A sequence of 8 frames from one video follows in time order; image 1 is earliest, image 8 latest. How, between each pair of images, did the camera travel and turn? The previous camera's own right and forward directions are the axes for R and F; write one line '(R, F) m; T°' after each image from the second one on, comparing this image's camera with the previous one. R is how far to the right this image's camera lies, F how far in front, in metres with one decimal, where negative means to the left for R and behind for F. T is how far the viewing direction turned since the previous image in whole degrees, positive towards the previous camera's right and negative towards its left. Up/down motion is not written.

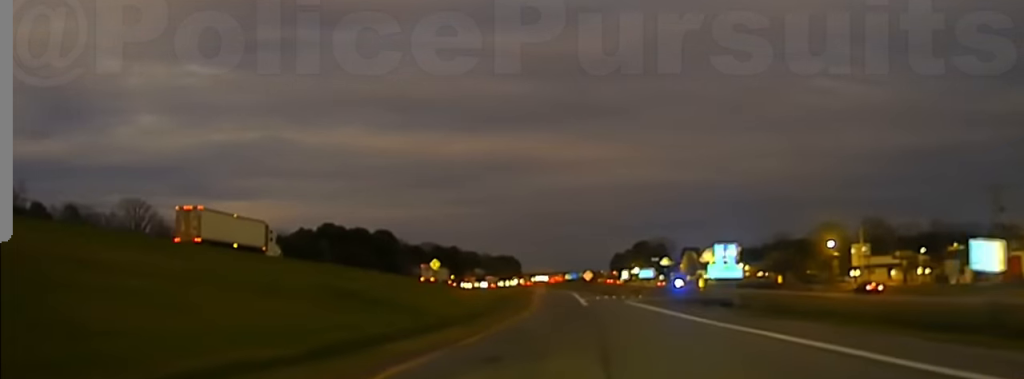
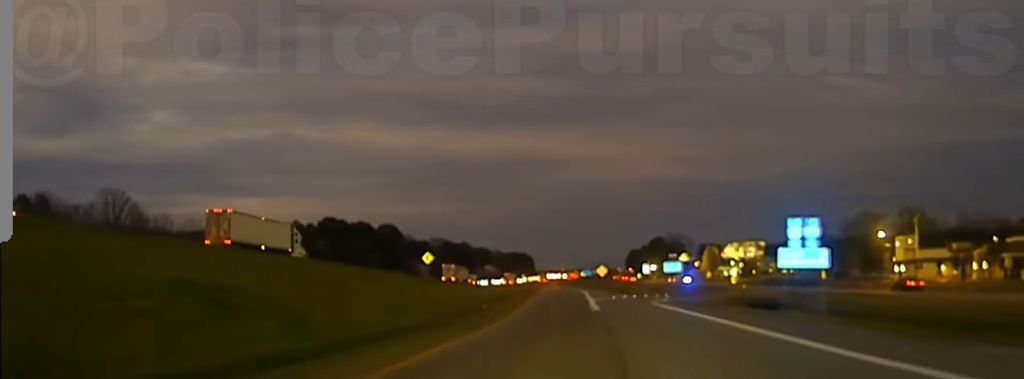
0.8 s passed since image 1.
(-0.3, +19.3) m; -1°
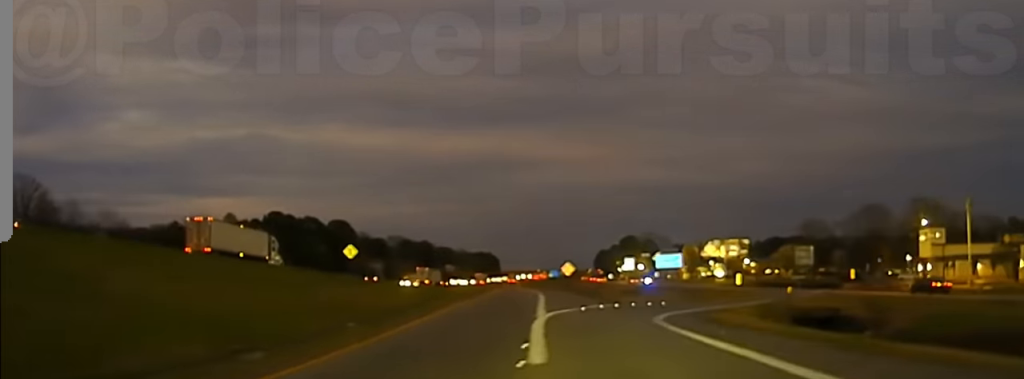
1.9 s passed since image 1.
(+0.1, +26.3) m; +1°
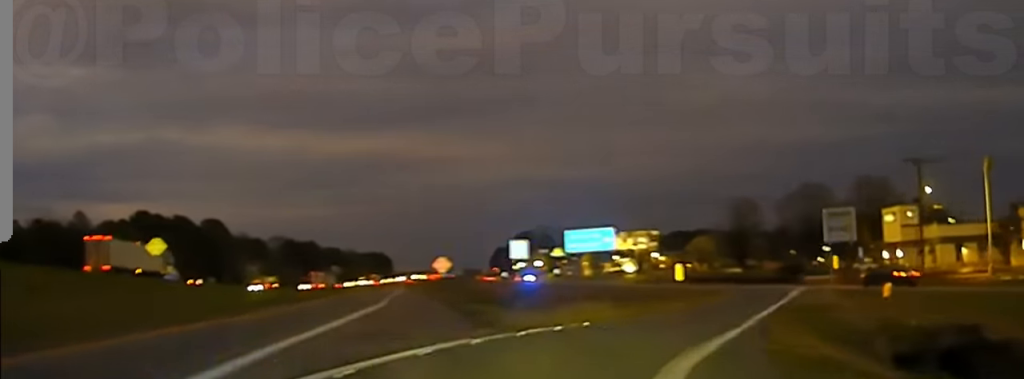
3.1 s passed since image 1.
(+0.6, +24.6) m; +6°
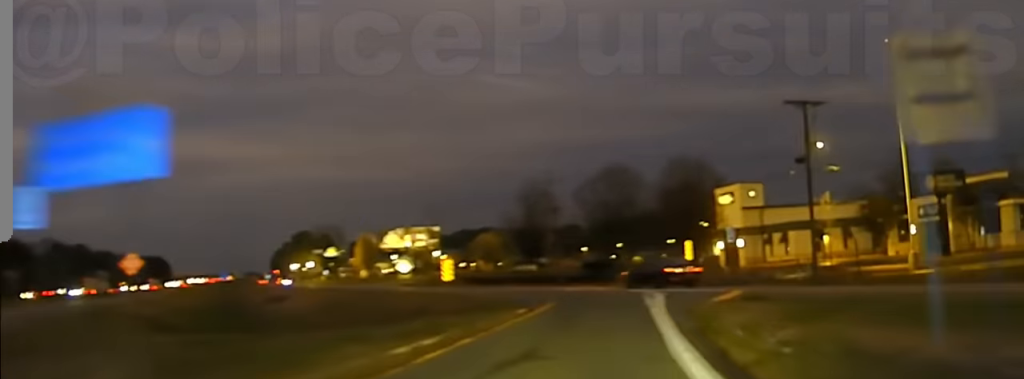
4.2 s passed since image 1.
(+1.7, +23.2) m; +10°
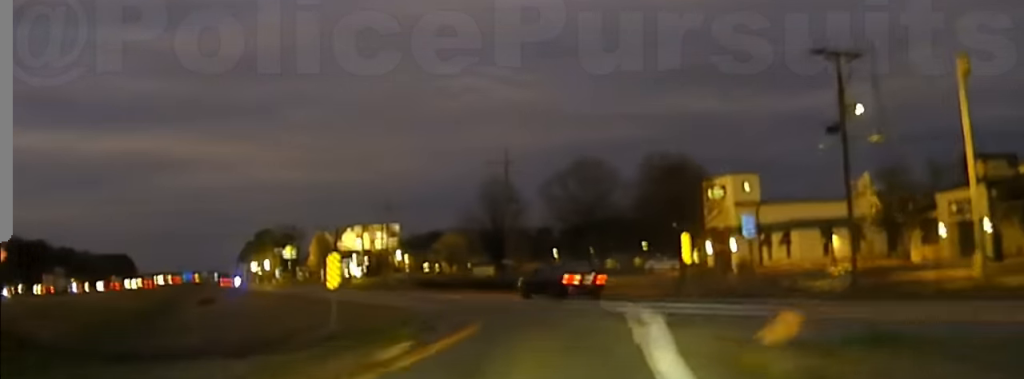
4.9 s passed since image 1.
(+0.9, +13.1) m; +2°
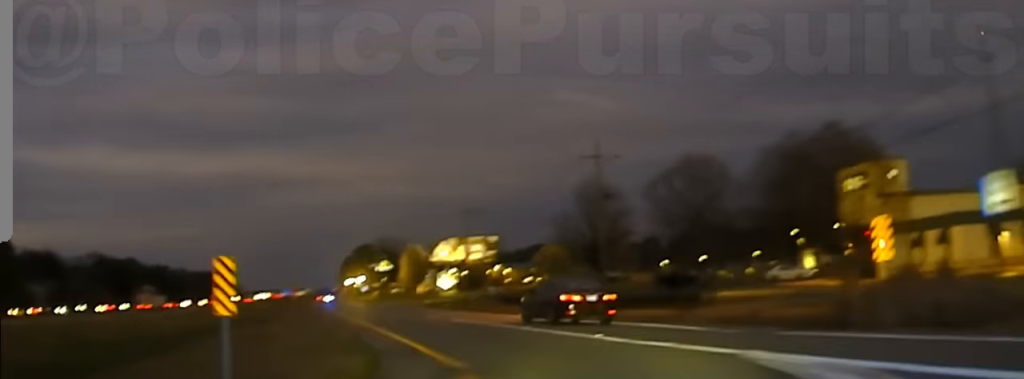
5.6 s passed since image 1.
(+0.8, +14.2) m; -2°
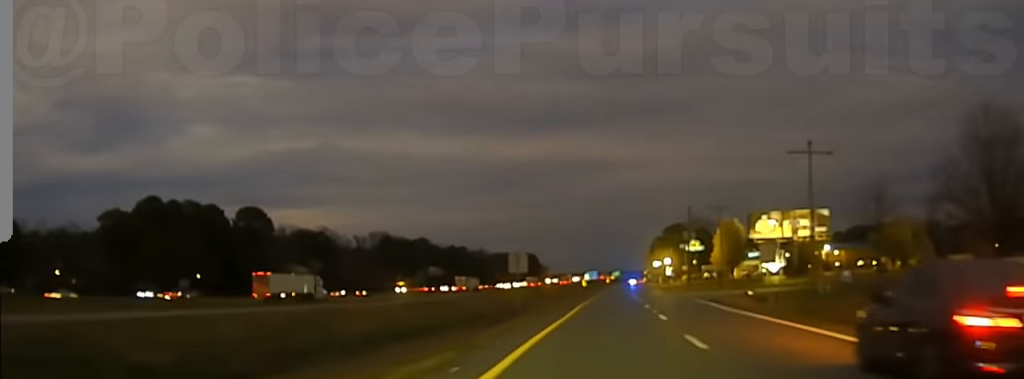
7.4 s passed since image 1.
(-7.5, +36.7) m; -20°
